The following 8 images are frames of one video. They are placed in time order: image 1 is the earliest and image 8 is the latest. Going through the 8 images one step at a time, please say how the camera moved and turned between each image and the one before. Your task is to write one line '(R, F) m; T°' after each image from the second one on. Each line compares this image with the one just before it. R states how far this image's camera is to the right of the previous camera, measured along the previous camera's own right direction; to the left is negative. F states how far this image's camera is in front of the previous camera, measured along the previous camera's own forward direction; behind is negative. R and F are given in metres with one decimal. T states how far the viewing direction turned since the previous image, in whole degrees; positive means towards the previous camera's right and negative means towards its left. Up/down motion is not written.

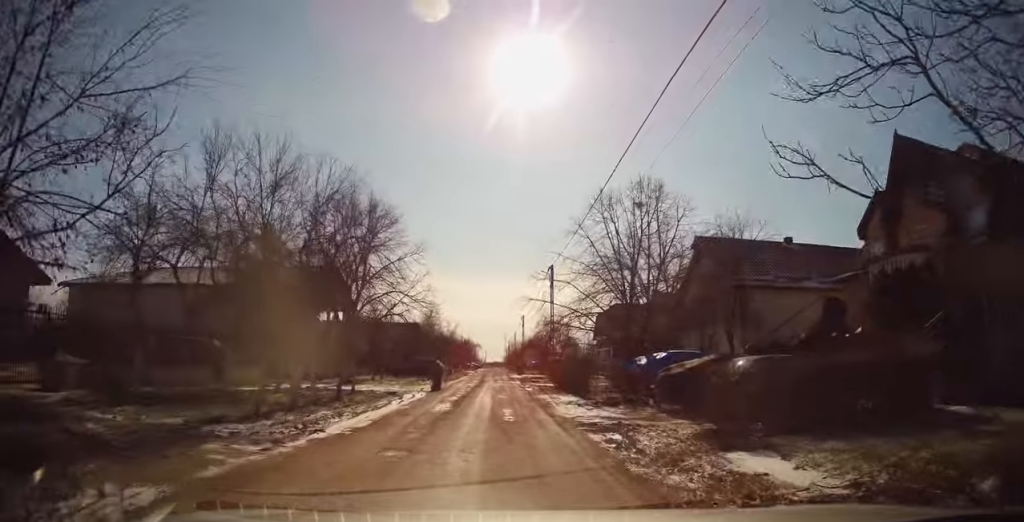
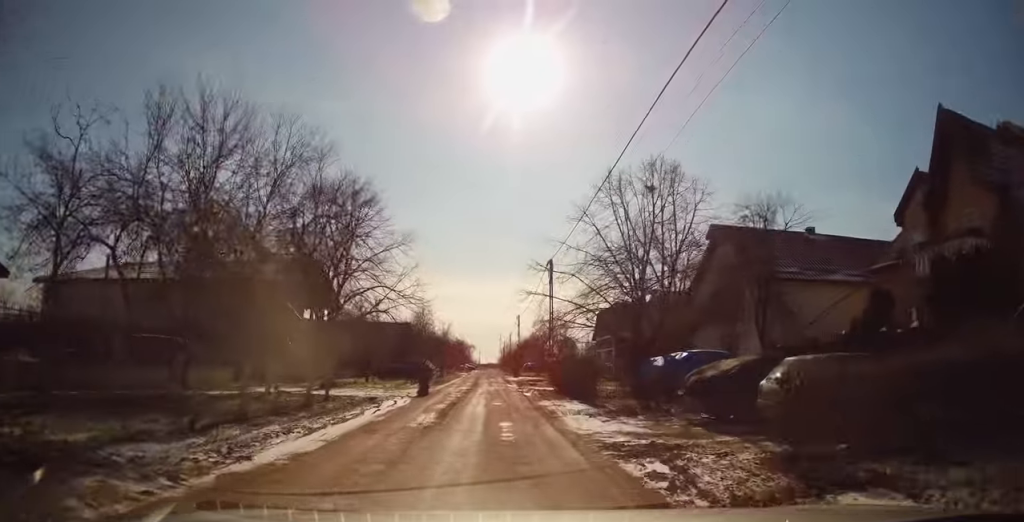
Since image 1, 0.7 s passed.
(0.0, +2.6) m; +2°
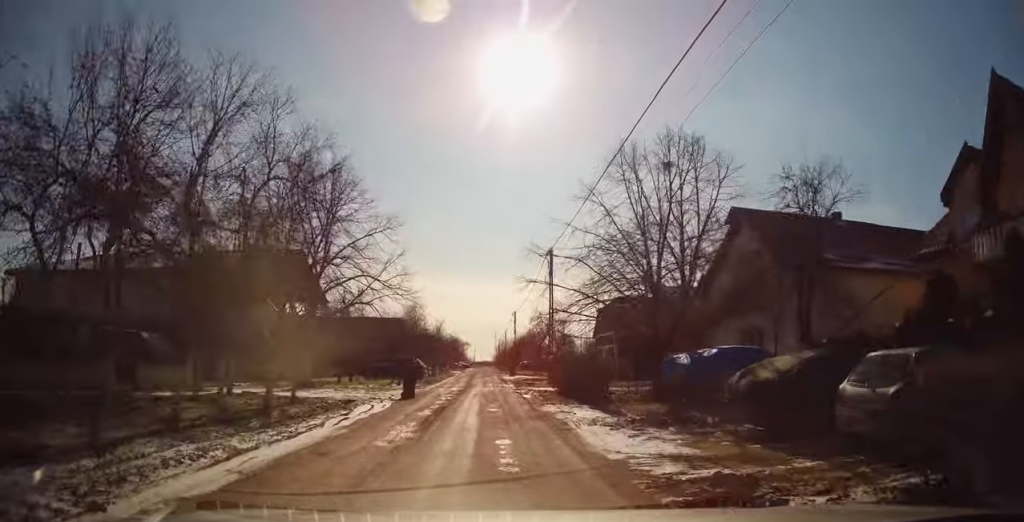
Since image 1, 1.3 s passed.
(-0.1, +2.4) m; +3°
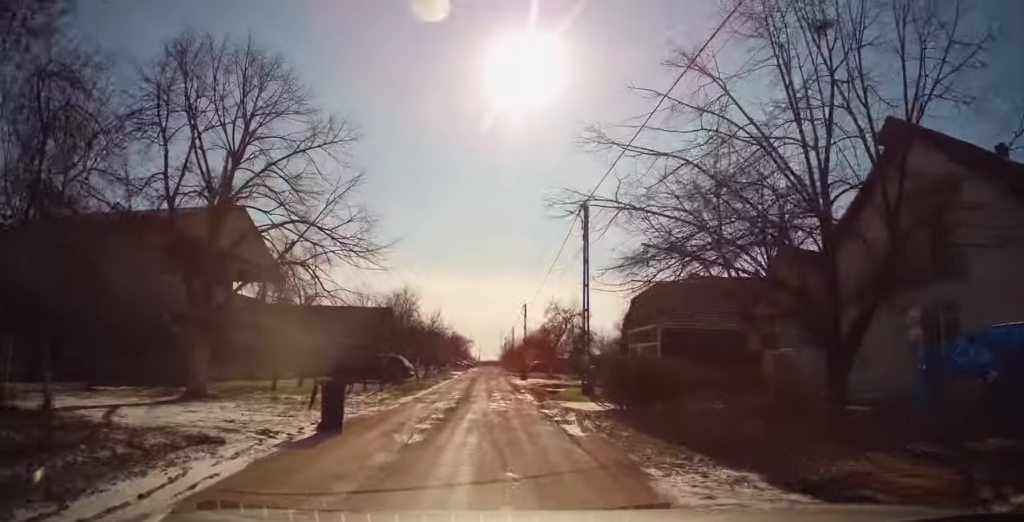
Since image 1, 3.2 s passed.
(-0.1, +9.3) m; -5°
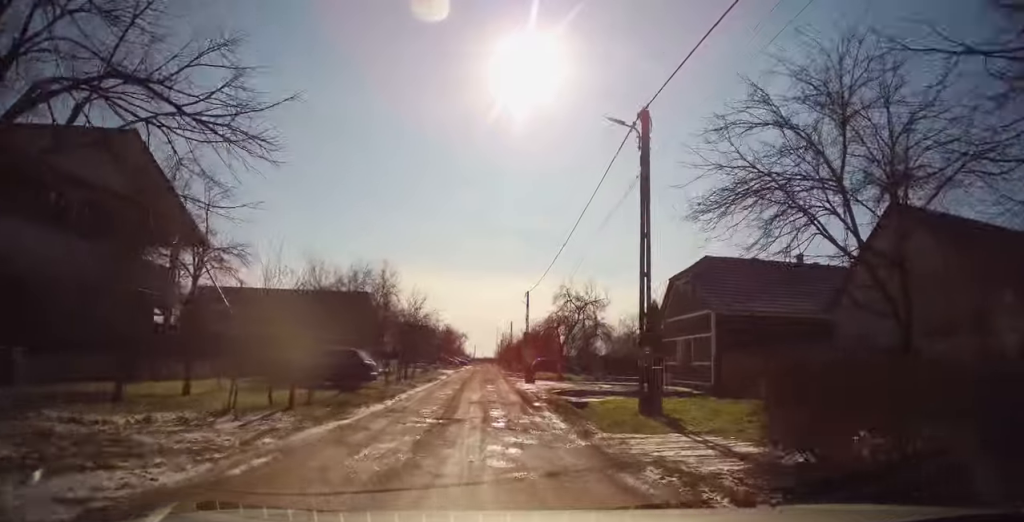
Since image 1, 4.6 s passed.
(+0.2, +8.3) m; +3°
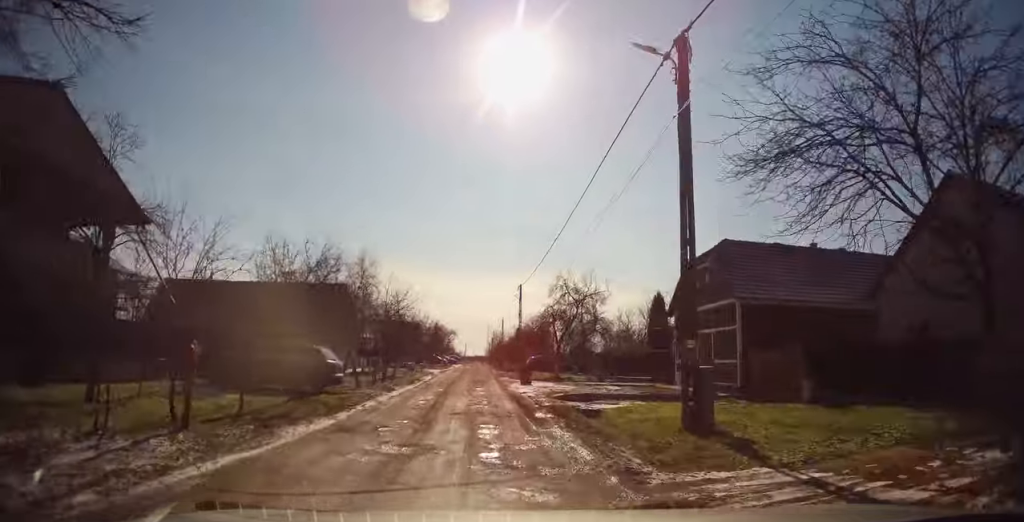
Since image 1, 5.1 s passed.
(+0.2, +3.3) m; 0°
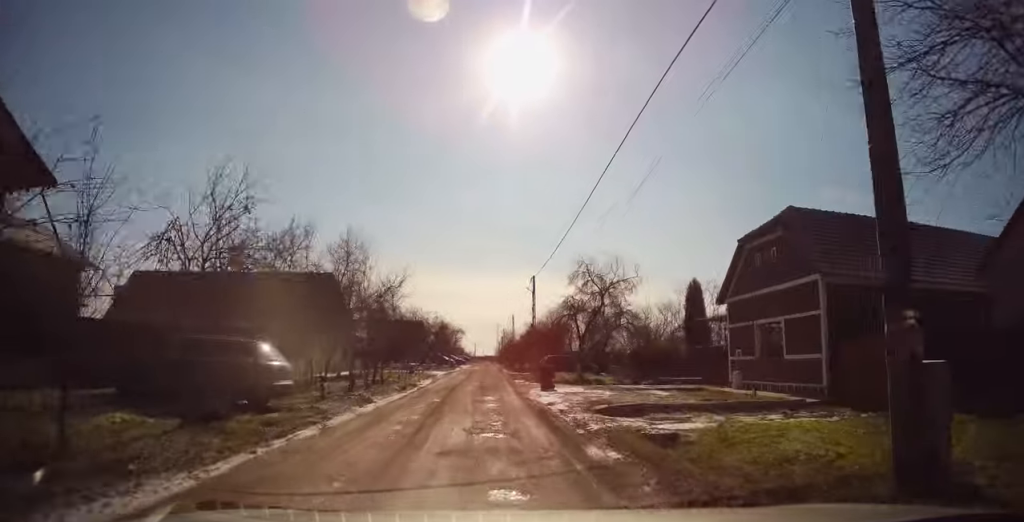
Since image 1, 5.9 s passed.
(-0.2, +5.1) m; -2°
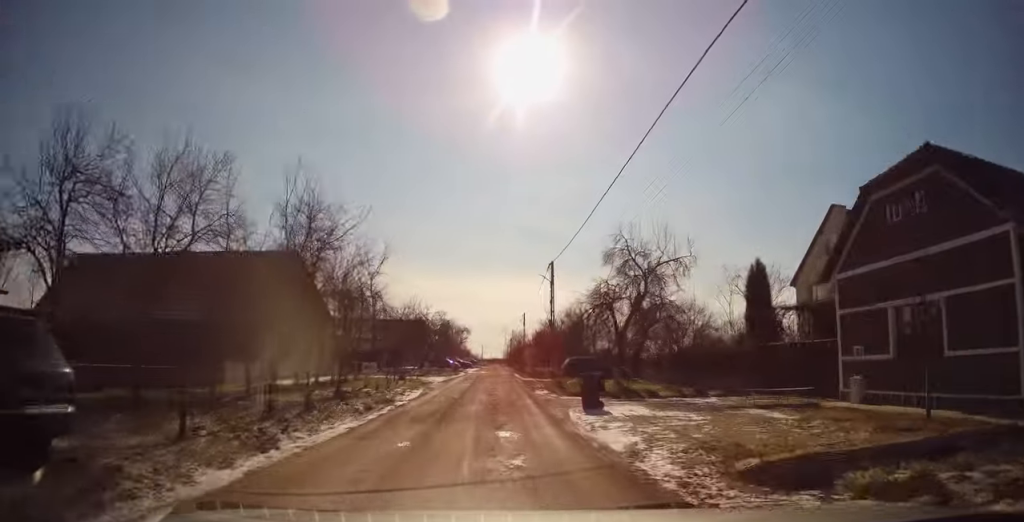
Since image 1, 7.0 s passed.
(-0.1, +7.0) m; +1°
